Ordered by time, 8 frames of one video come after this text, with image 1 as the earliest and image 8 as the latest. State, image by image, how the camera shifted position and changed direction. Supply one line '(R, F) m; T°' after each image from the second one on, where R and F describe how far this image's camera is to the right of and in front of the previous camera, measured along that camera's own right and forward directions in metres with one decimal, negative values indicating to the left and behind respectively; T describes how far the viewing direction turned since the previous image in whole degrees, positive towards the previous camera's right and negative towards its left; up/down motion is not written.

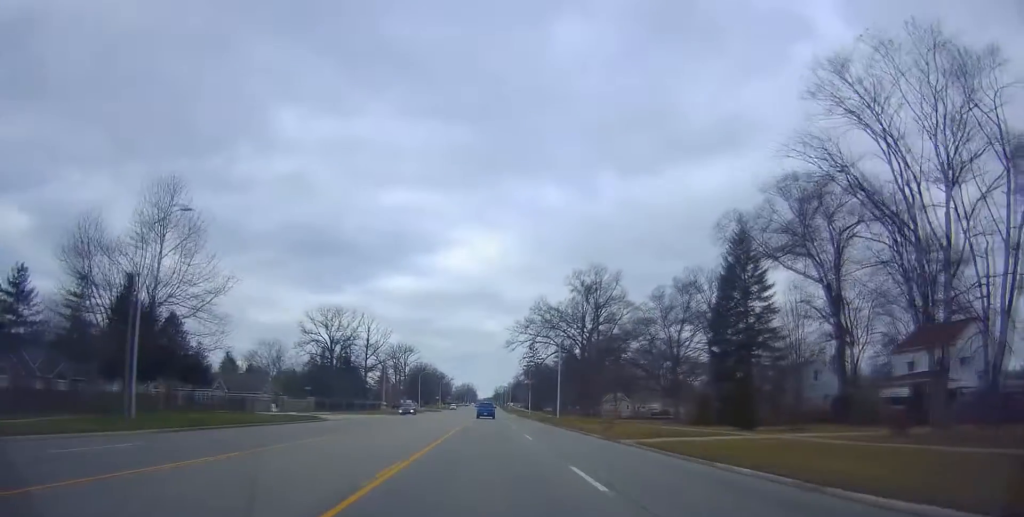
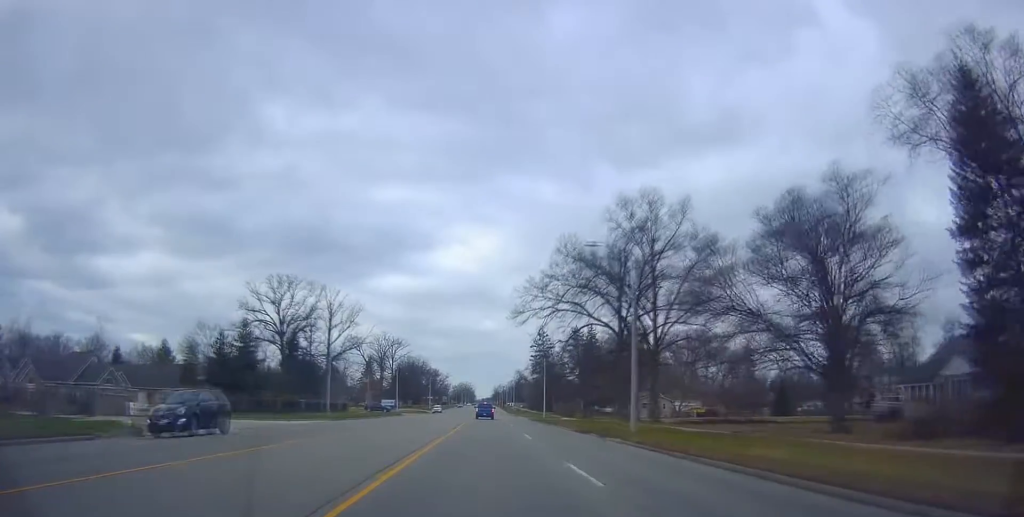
(0.0, +30.7) m; 0°
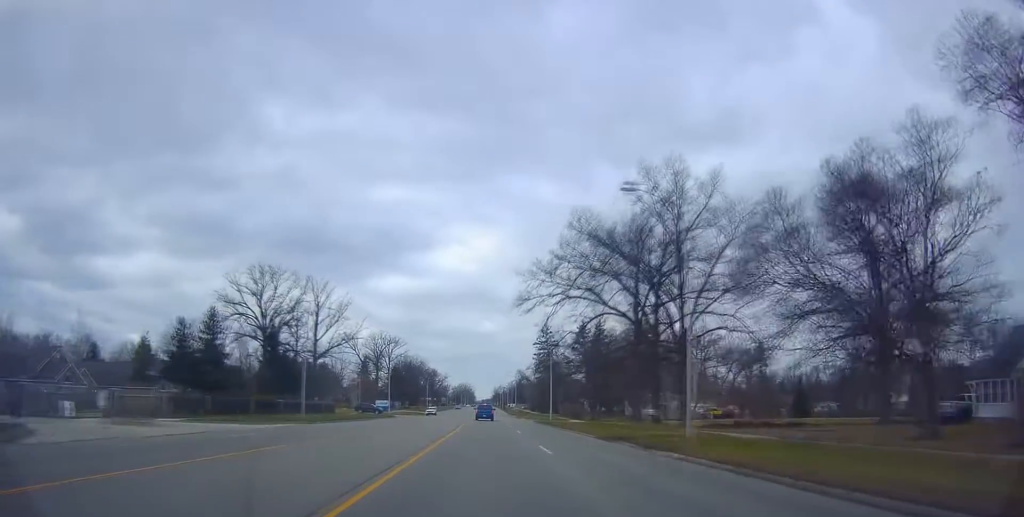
(0.0, +8.1) m; 0°
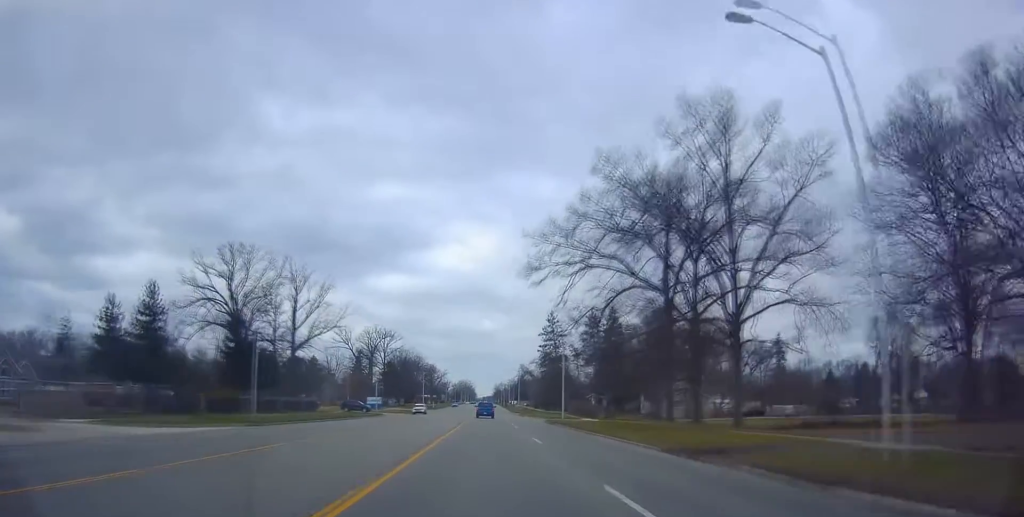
(+0.1, +11.1) m; -1°
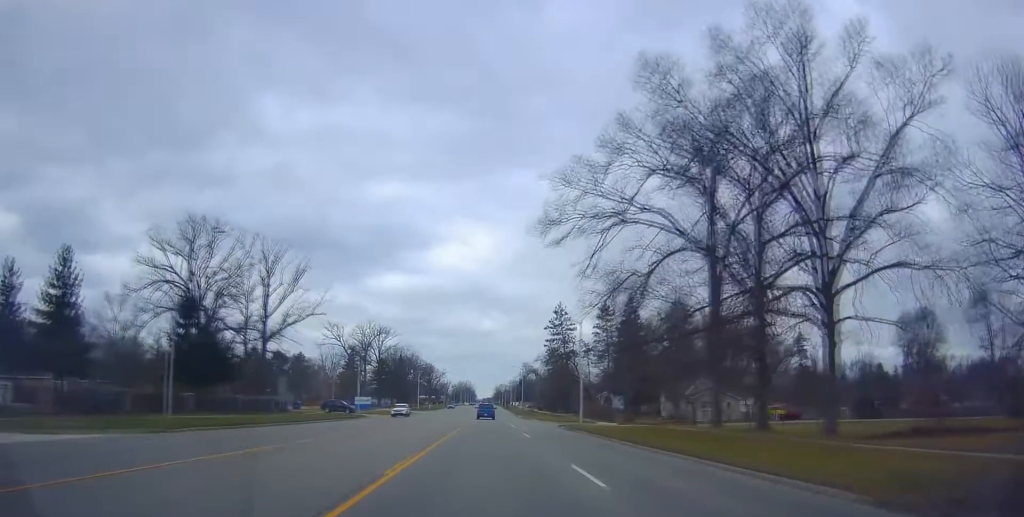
(-0.2, +11.6) m; -1°
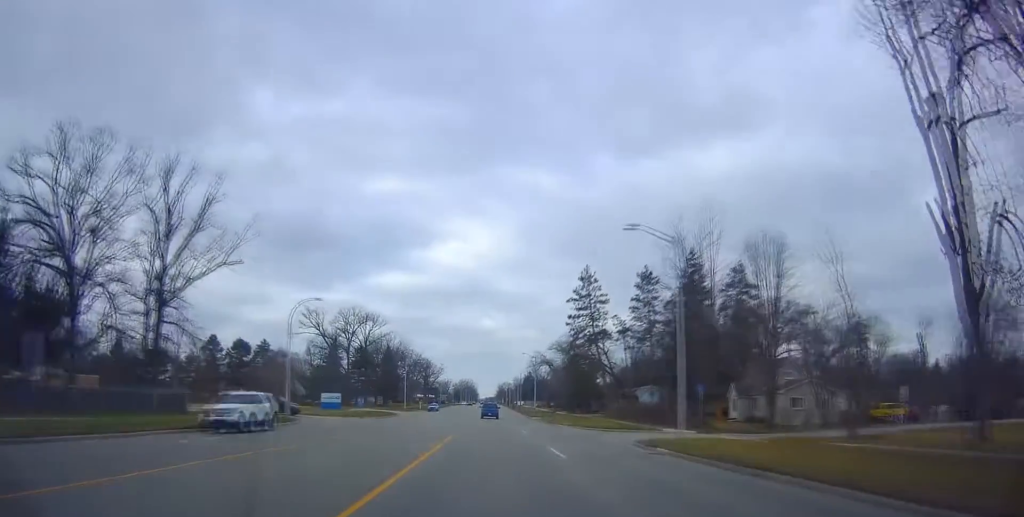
(-0.5, +25.7) m; -3°
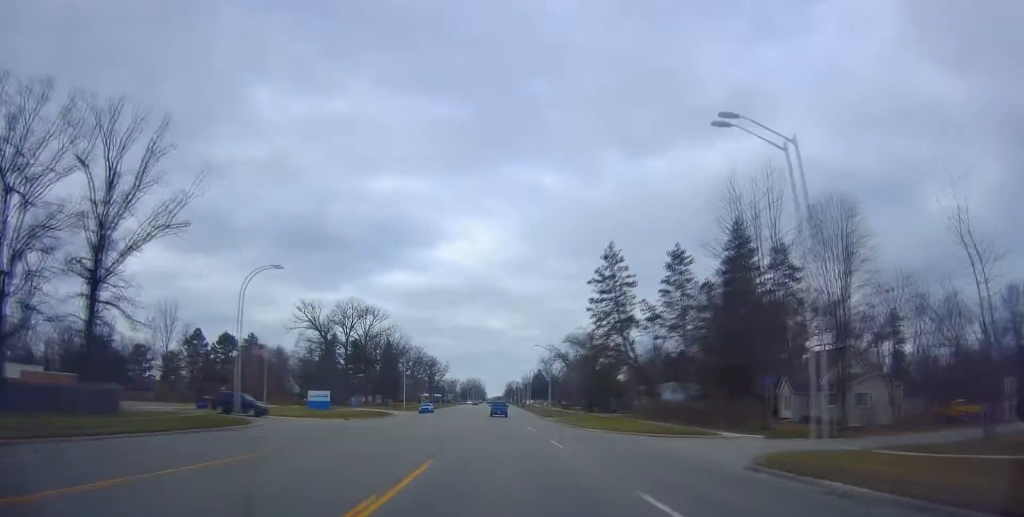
(-0.3, +10.3) m; 0°
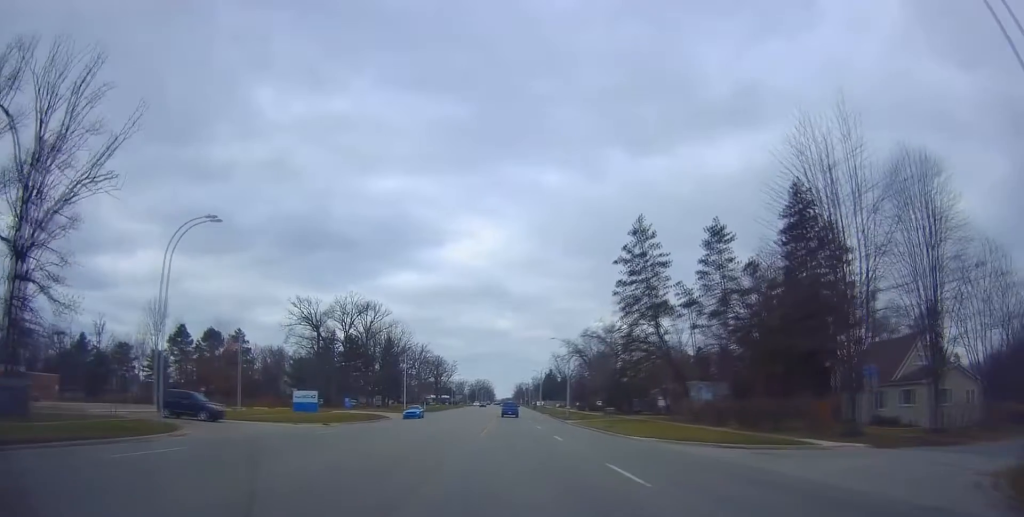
(-0.3, +9.6) m; 0°
